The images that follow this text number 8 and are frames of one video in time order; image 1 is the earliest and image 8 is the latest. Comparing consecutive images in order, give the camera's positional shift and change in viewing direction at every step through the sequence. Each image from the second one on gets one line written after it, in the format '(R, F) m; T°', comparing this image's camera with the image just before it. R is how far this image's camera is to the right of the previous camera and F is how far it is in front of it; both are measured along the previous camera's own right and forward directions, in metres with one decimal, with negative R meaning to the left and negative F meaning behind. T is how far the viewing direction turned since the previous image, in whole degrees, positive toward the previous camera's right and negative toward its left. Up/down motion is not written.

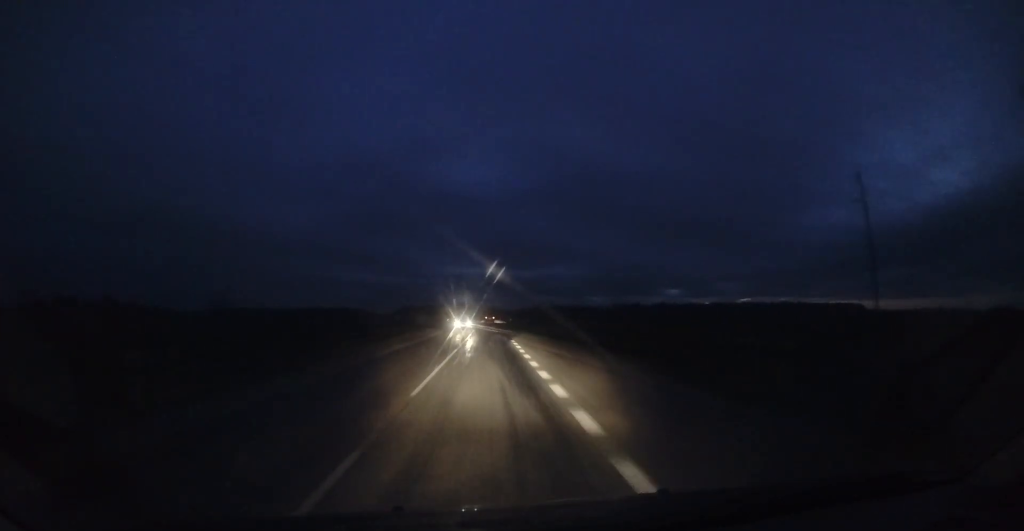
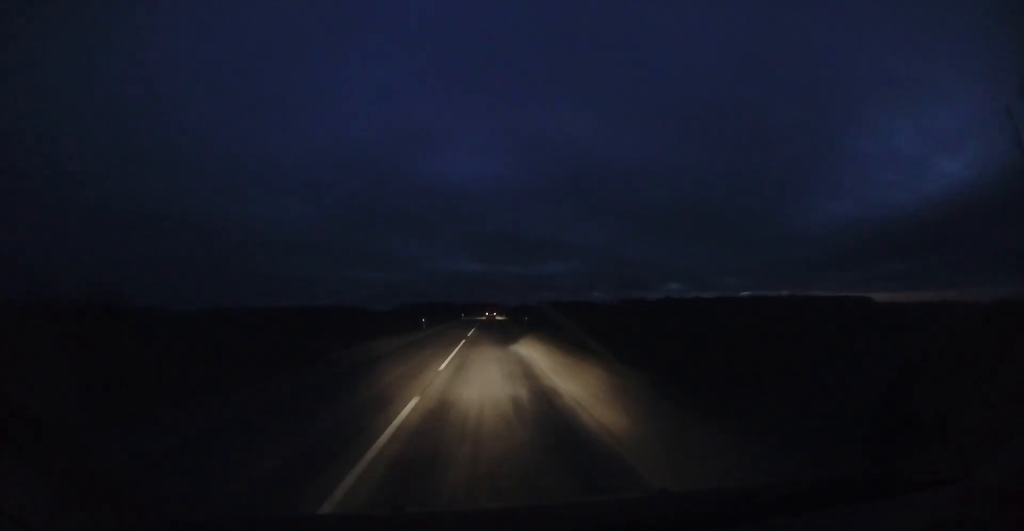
(+0.2, +23.0) m; +2°
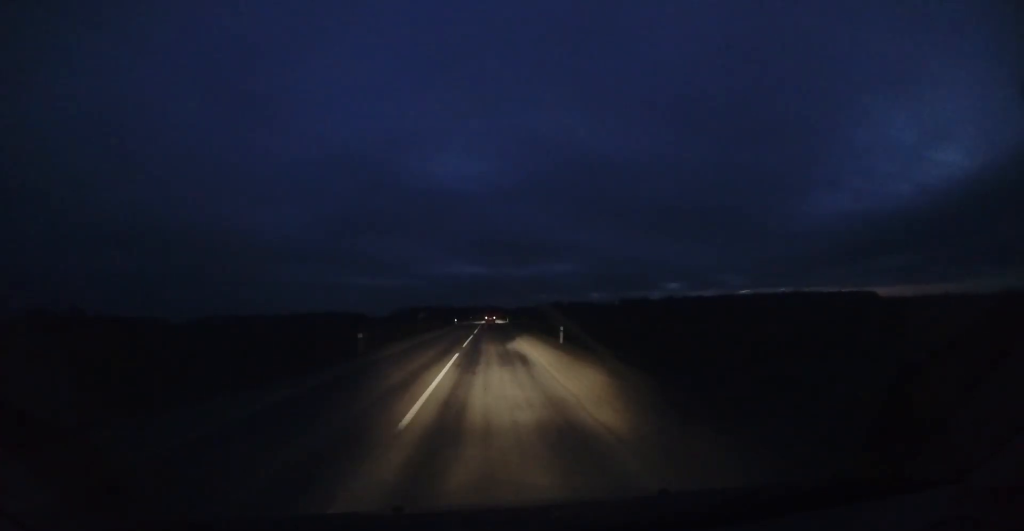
(+0.2, +17.6) m; 0°
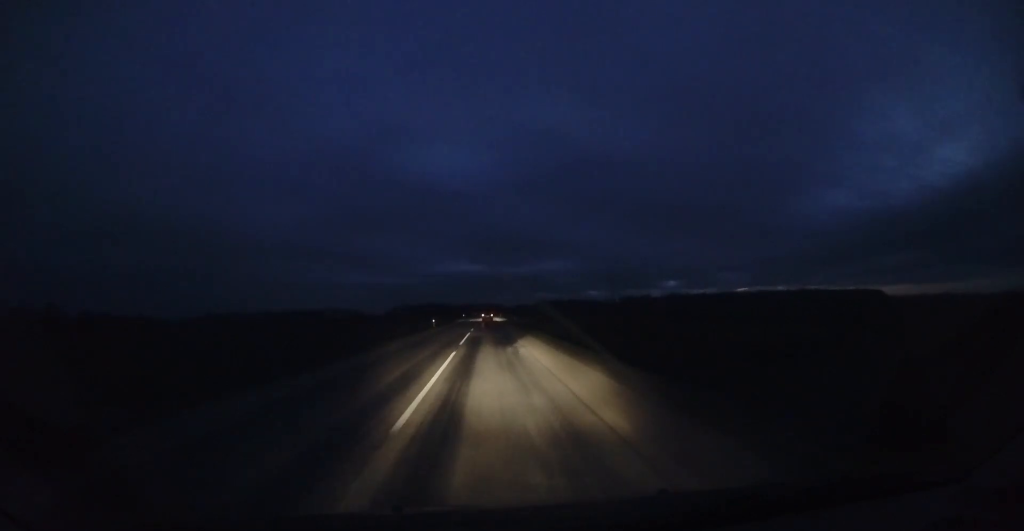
(-0.1, +25.4) m; 0°
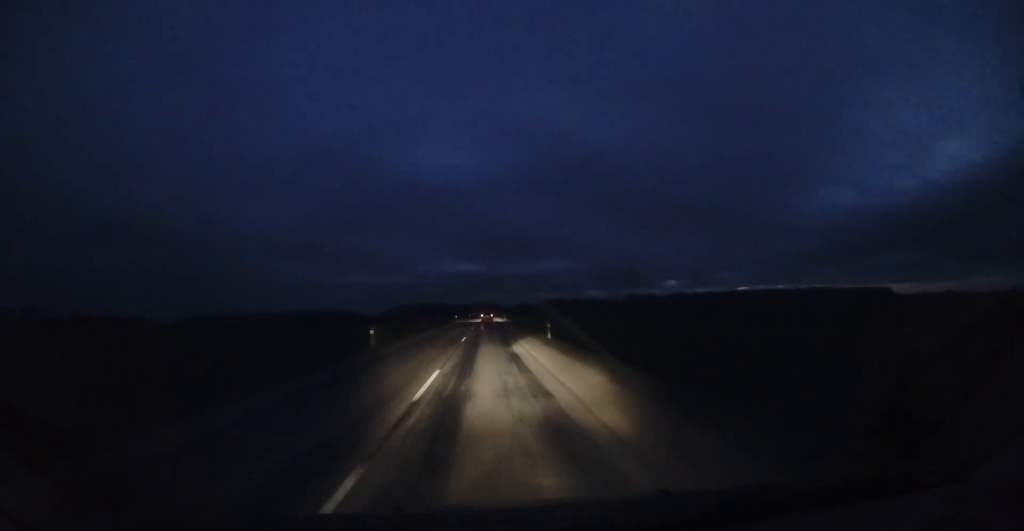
(-0.1, +23.5) m; 0°
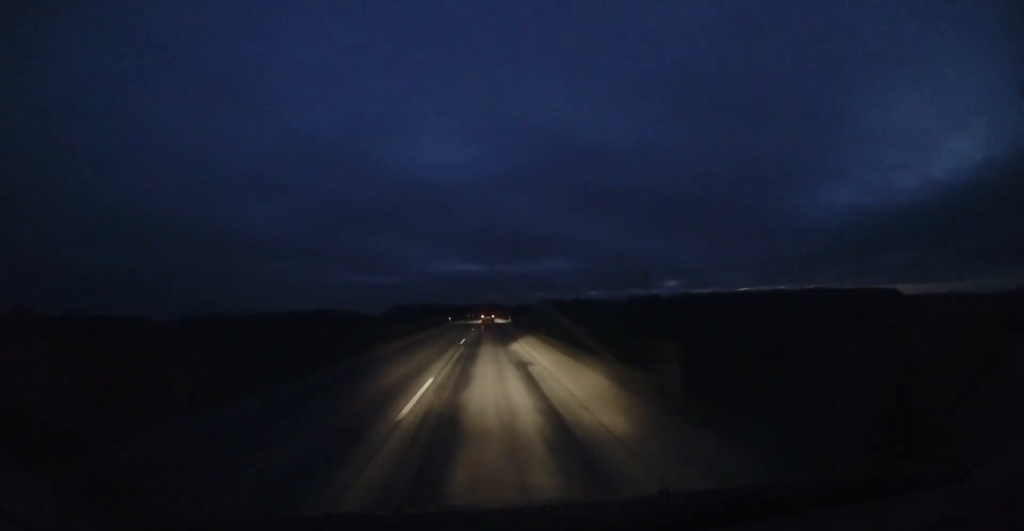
(0.0, +14.2) m; 0°
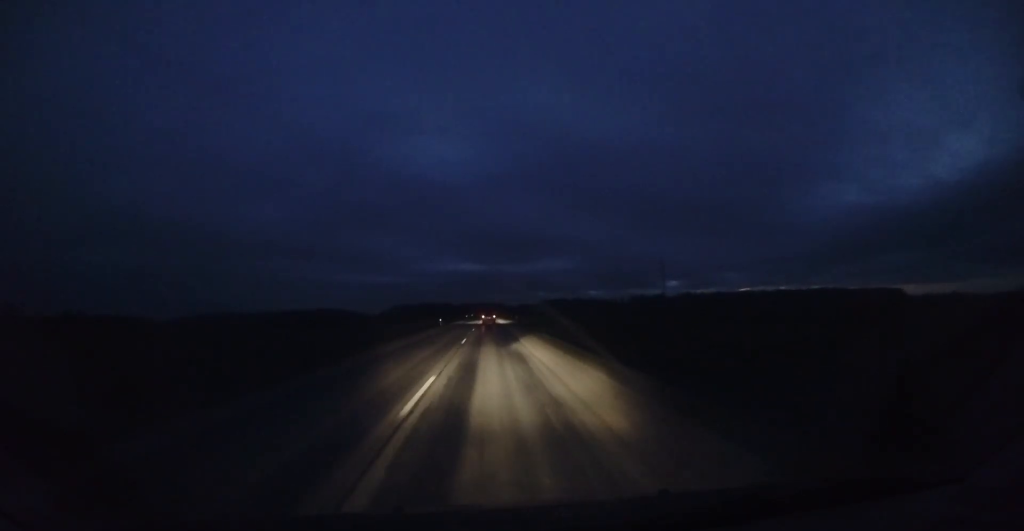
(0.0, +12.6) m; 0°
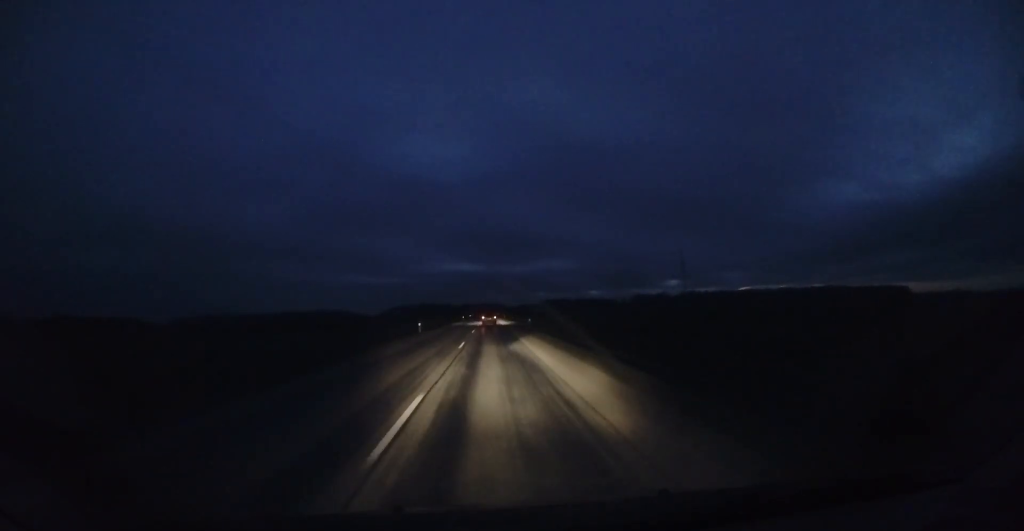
(-0.1, +14.2) m; -1°
